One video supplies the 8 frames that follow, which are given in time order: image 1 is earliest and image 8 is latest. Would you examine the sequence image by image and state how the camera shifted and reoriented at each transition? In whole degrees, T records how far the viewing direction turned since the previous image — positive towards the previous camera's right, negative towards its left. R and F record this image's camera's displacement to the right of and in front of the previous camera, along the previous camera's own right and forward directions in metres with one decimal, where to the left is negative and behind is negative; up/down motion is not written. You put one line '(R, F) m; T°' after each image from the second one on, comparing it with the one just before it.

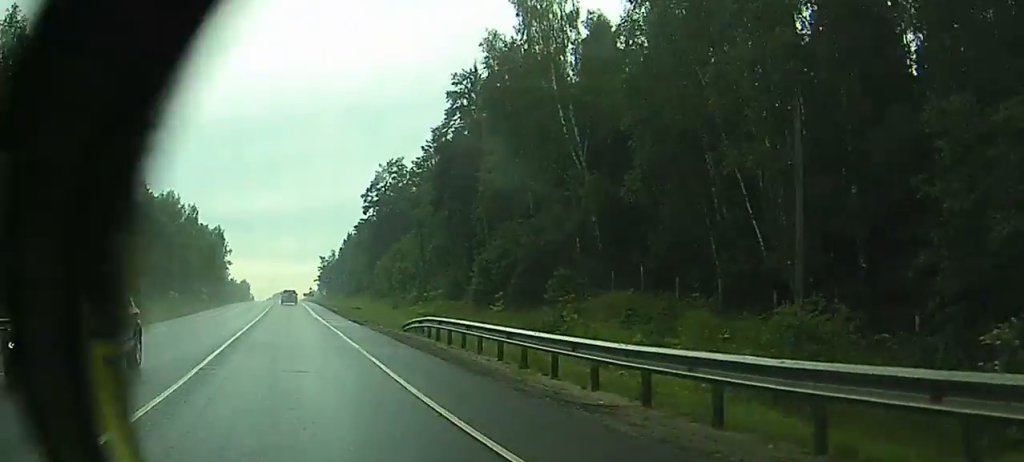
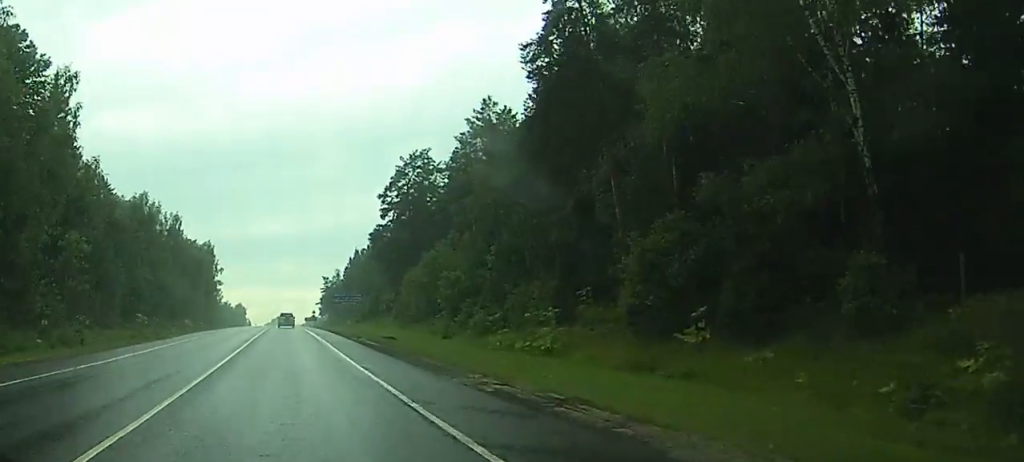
(+0.3, +34.9) m; 0°
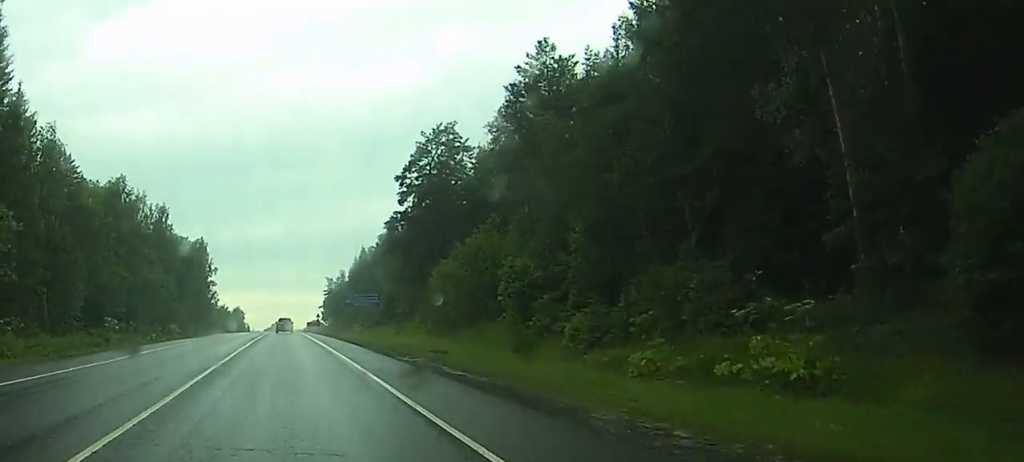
(0.0, +22.7) m; 0°
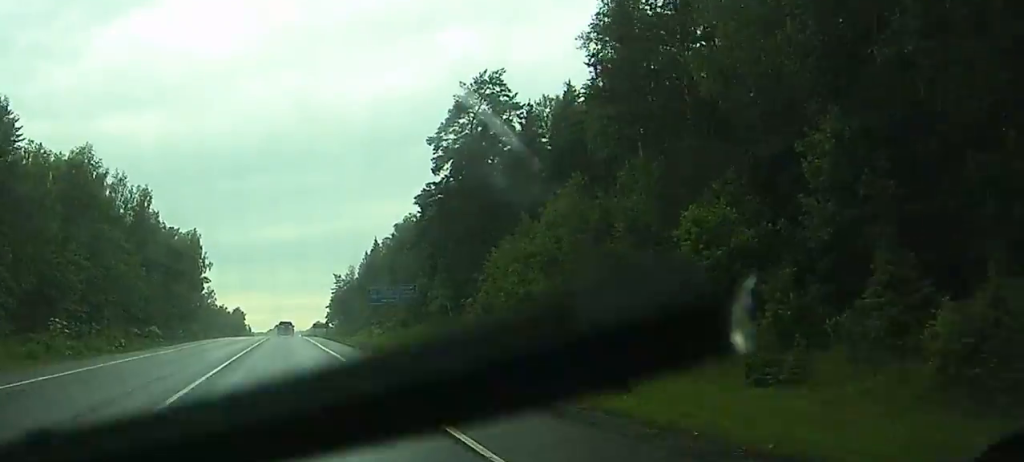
(0.0, +26.2) m; 0°
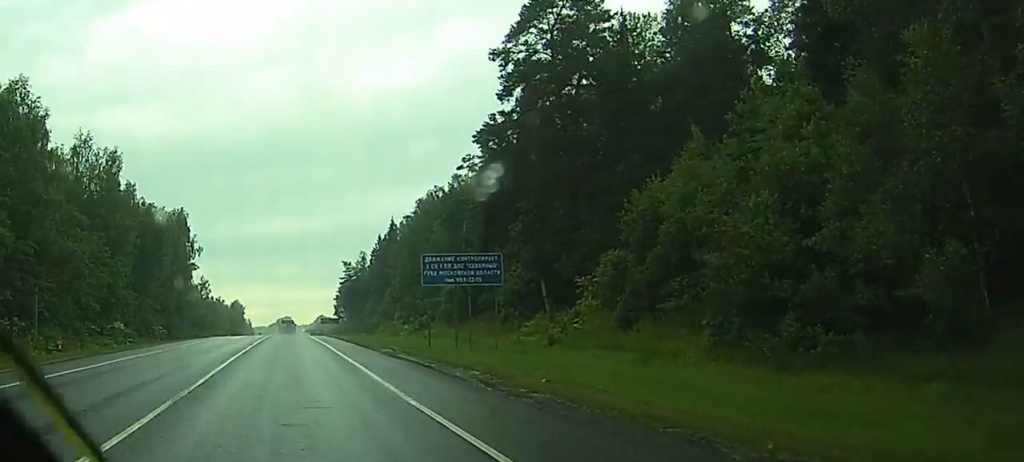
(-0.1, +29.7) m; 0°
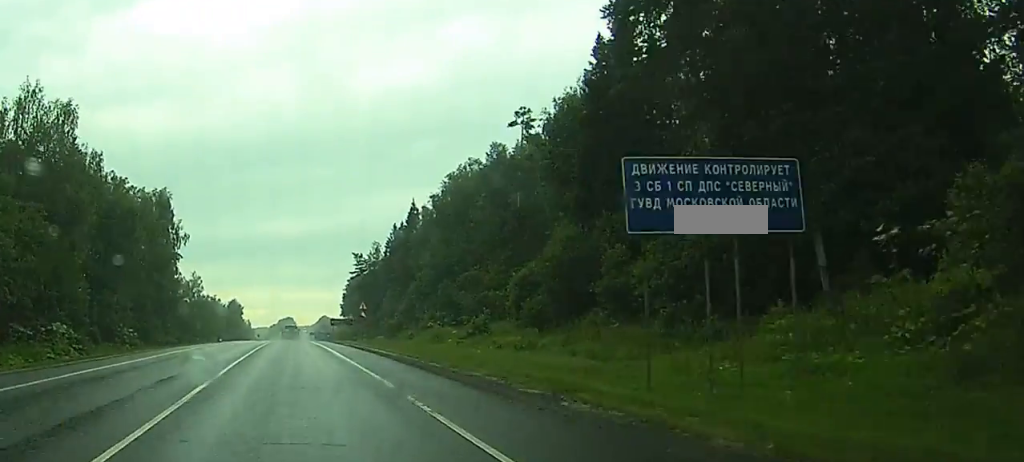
(+0.1, +28.1) m; 0°
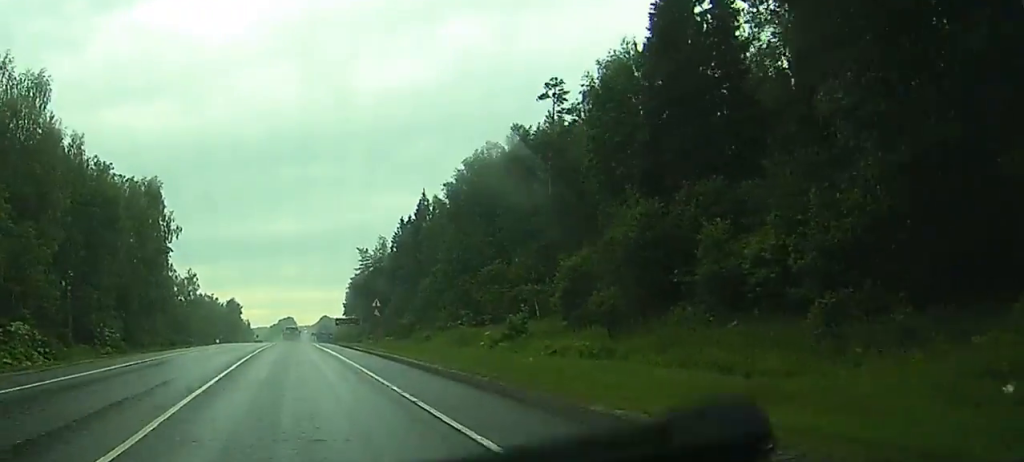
(0.0, +11.5) m; 0°
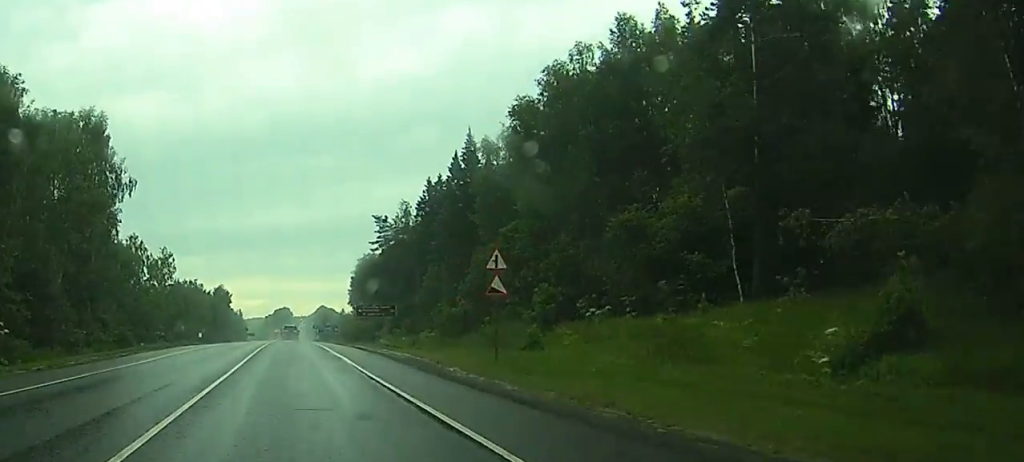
(0.0, +39.0) m; 0°
